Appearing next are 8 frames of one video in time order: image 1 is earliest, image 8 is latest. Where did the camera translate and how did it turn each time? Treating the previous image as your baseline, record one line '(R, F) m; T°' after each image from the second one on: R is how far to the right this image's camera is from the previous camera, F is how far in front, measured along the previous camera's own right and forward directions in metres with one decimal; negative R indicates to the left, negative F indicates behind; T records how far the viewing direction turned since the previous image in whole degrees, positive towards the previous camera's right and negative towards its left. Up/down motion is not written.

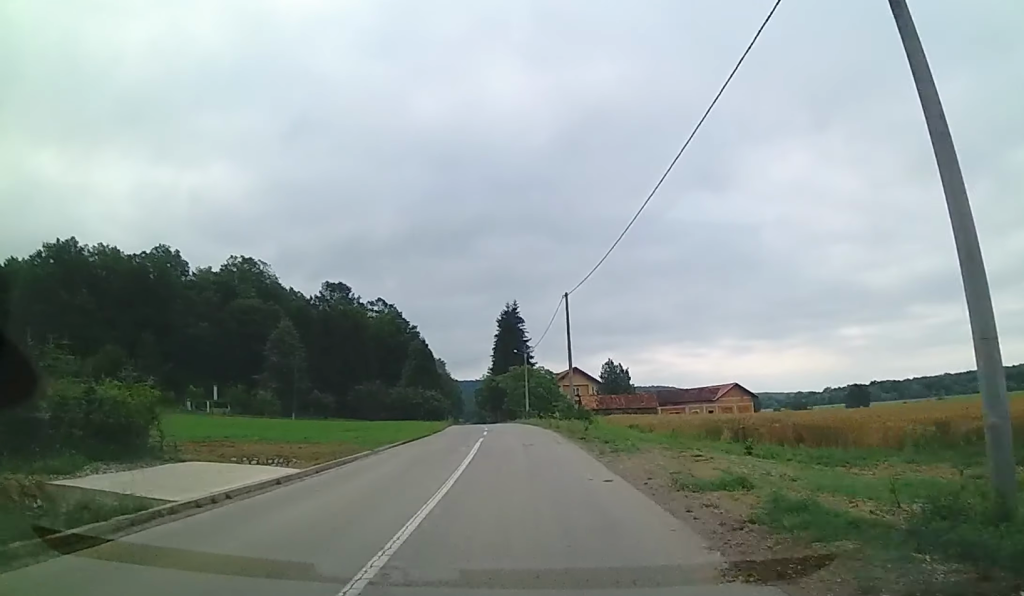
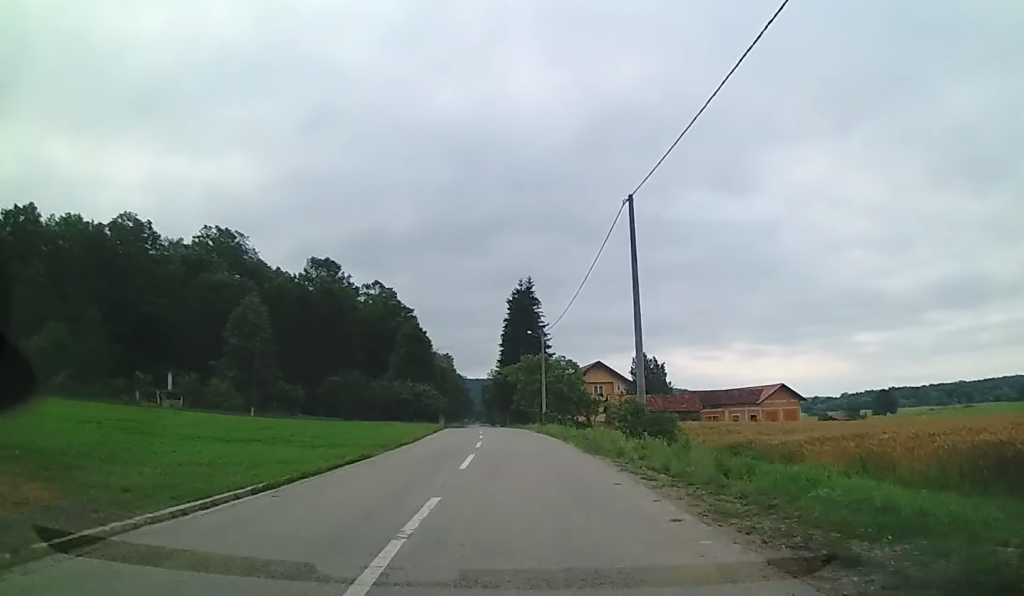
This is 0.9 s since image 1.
(+0.1, +18.5) m; -3°
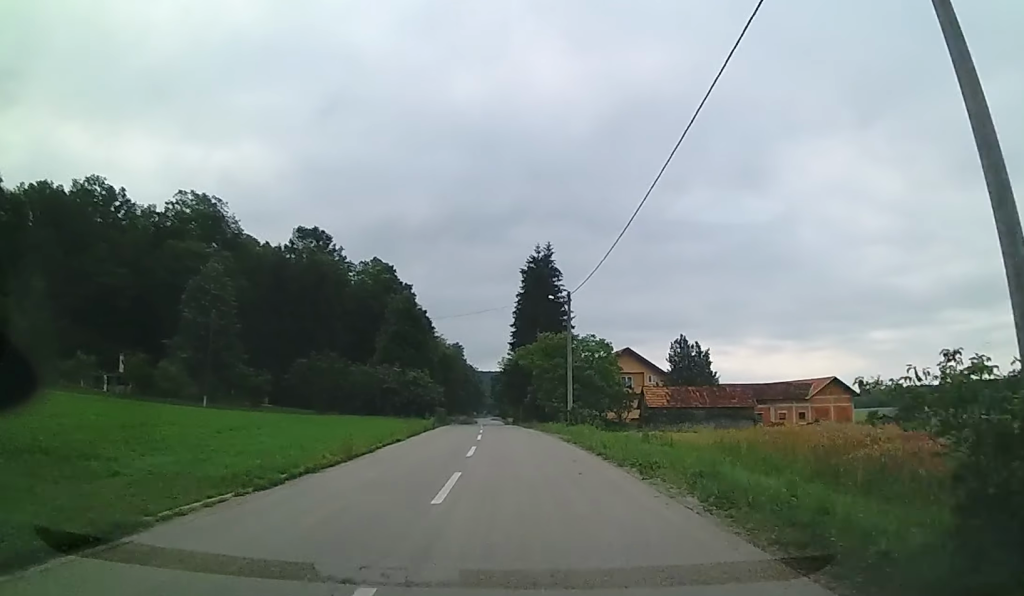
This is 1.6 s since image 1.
(-0.8, +15.1) m; -1°
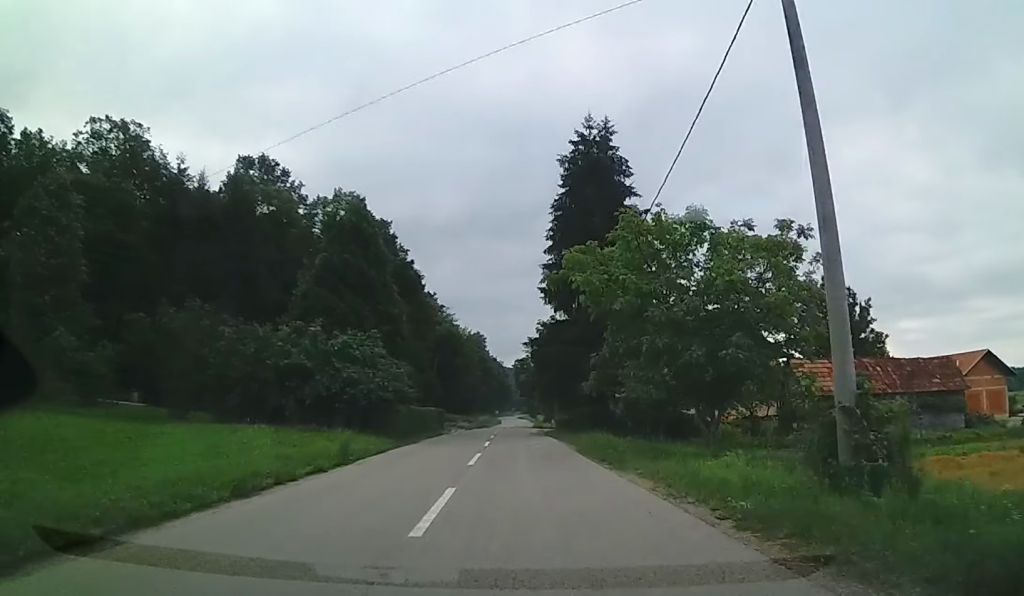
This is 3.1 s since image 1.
(0.0, +30.8) m; -1°
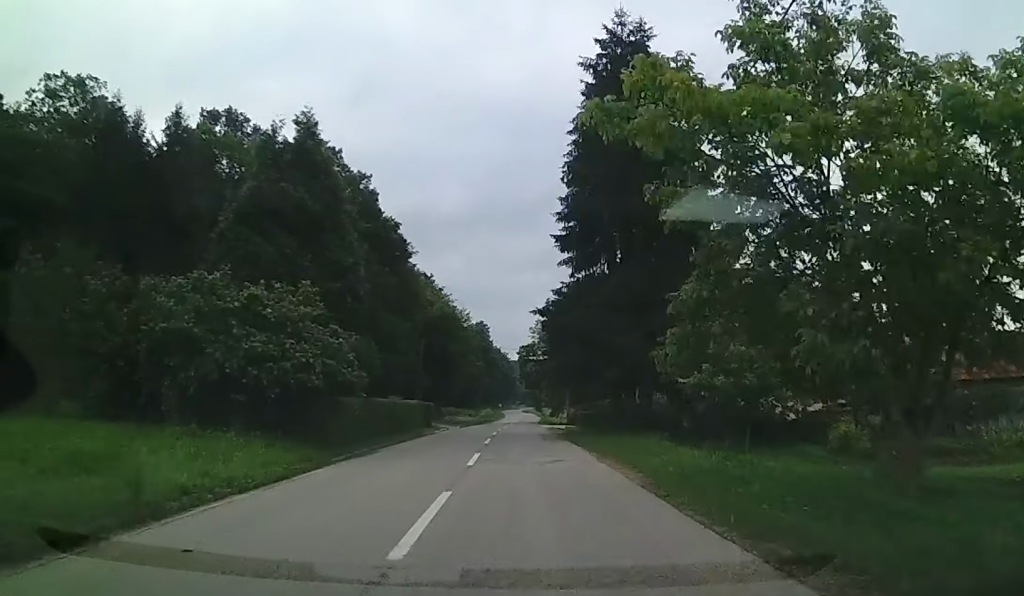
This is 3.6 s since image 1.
(-0.2, +10.7) m; -1°
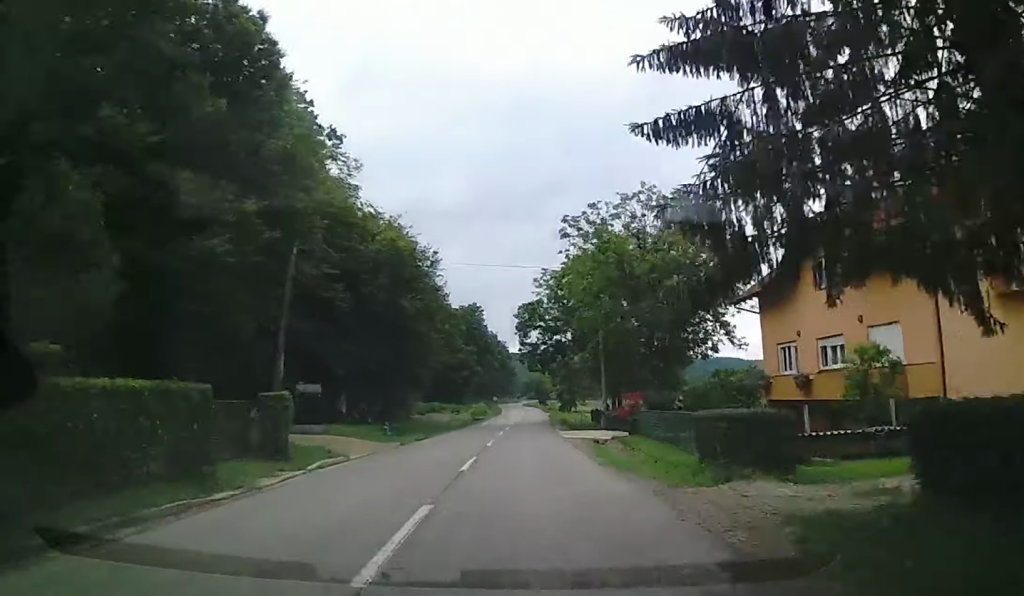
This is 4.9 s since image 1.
(-0.2, +28.0) m; +1°
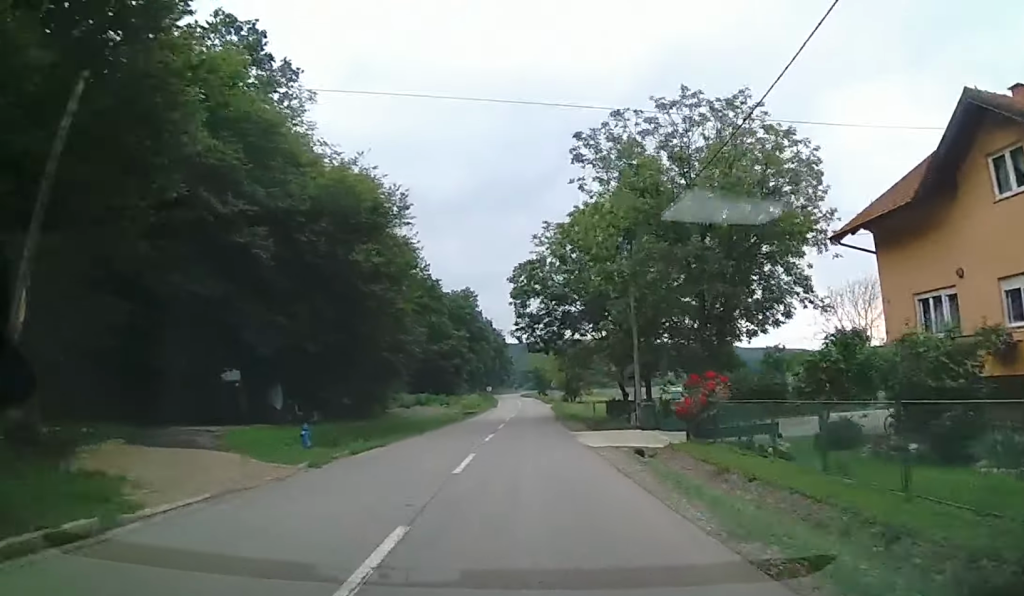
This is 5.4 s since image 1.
(+0.3, +11.5) m; 0°
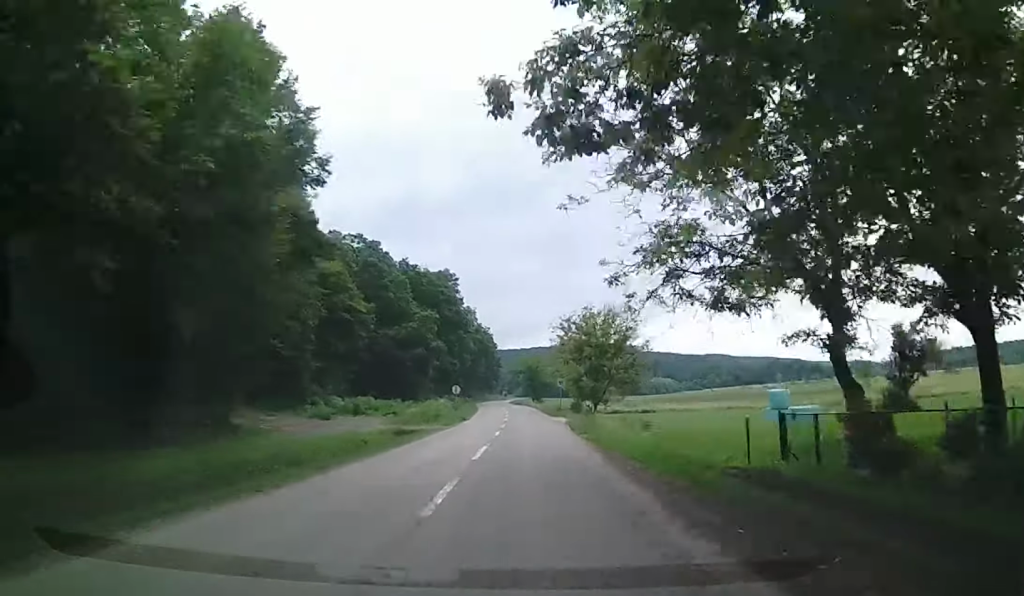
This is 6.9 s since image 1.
(-0.3, +32.5) m; 0°
